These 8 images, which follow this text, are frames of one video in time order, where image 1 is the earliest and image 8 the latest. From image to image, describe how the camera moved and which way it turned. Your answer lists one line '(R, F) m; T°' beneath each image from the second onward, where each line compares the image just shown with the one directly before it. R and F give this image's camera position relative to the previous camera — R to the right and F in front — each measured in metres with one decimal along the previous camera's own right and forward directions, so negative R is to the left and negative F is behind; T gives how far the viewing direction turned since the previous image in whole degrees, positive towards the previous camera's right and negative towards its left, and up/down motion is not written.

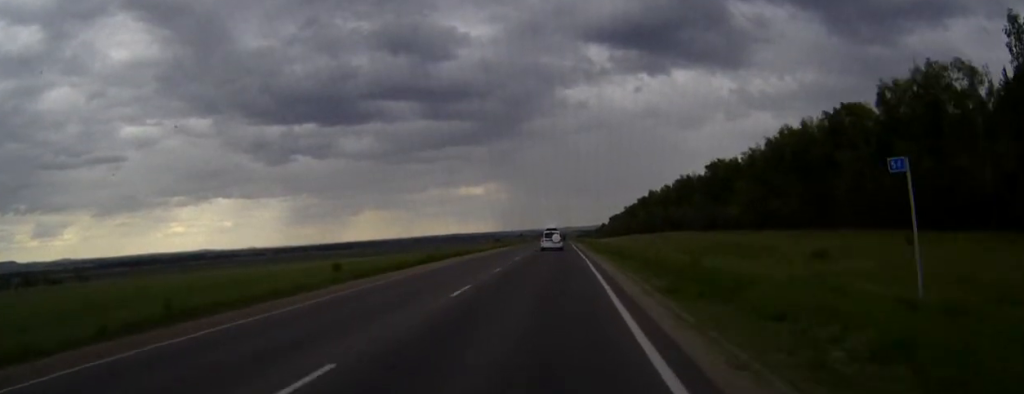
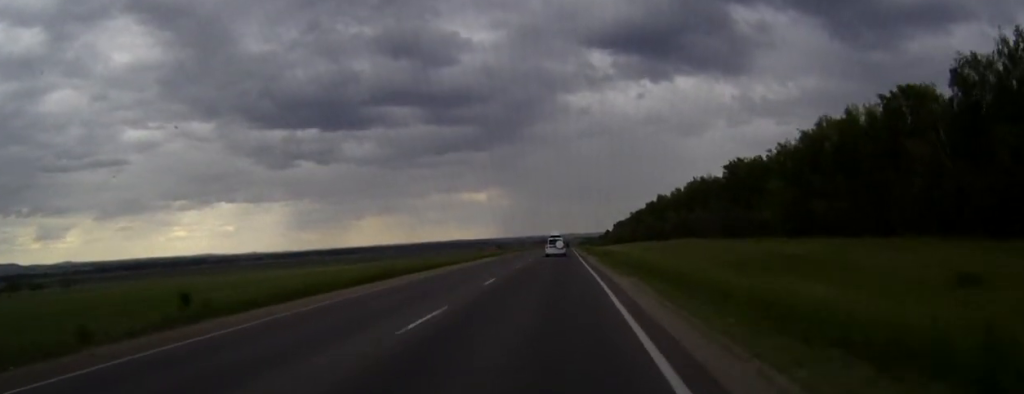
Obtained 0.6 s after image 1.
(0.0, +15.1) m; 0°
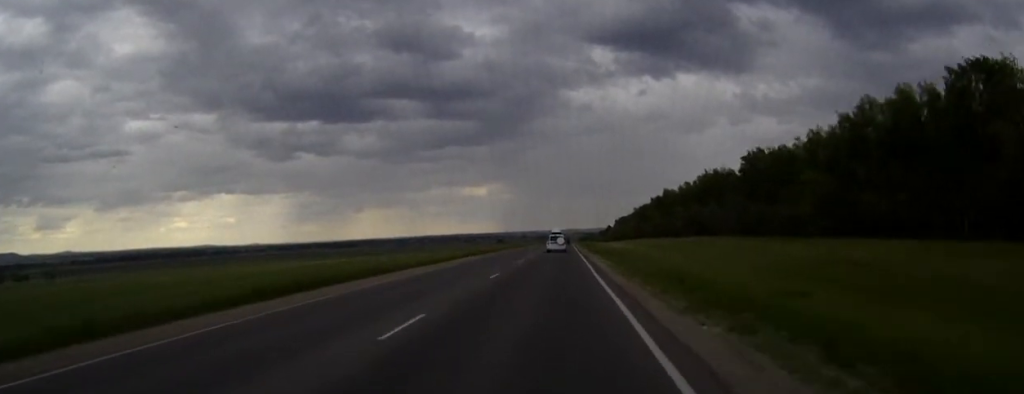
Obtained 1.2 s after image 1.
(0.0, +13.5) m; 0°
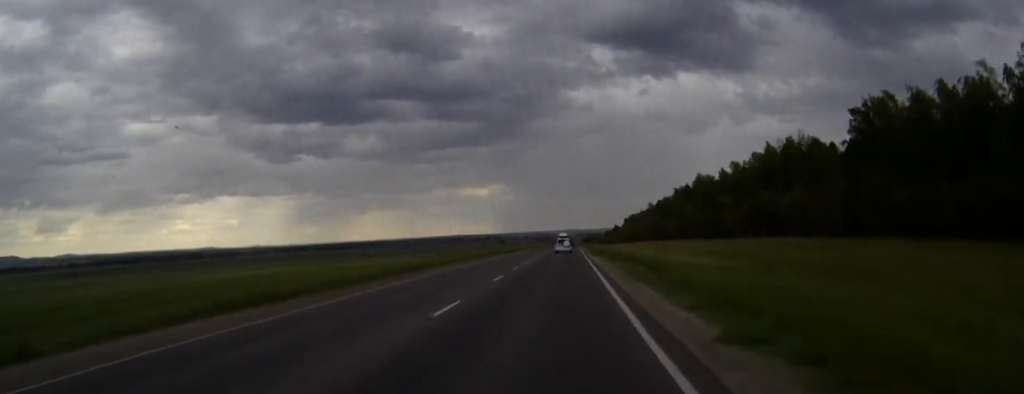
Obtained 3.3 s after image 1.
(-0.1, +49.7) m; 0°
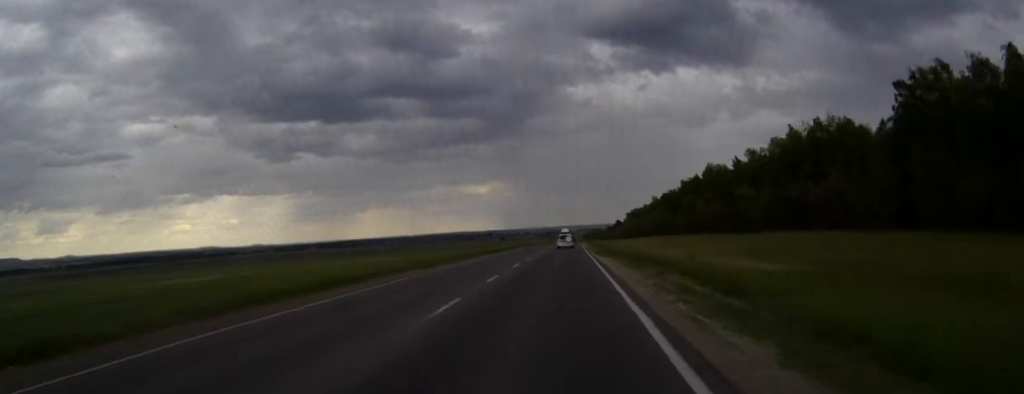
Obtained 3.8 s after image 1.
(0.0, +12.0) m; 0°
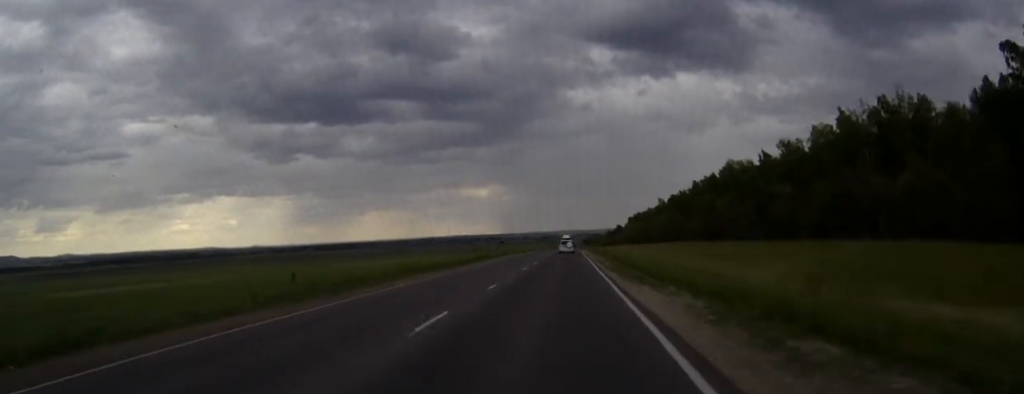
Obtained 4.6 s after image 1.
(0.0, +20.2) m; 0°
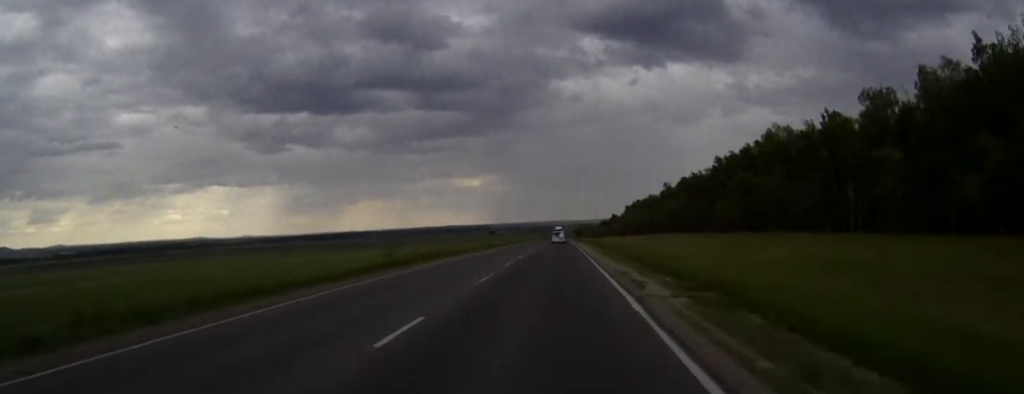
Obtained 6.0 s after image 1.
(+0.1, +33.3) m; 0°
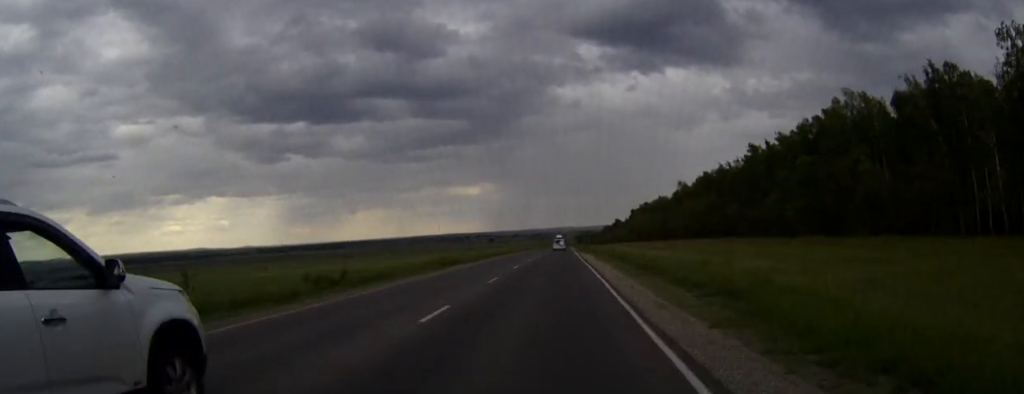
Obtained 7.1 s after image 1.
(+0.1, +27.6) m; 0°
